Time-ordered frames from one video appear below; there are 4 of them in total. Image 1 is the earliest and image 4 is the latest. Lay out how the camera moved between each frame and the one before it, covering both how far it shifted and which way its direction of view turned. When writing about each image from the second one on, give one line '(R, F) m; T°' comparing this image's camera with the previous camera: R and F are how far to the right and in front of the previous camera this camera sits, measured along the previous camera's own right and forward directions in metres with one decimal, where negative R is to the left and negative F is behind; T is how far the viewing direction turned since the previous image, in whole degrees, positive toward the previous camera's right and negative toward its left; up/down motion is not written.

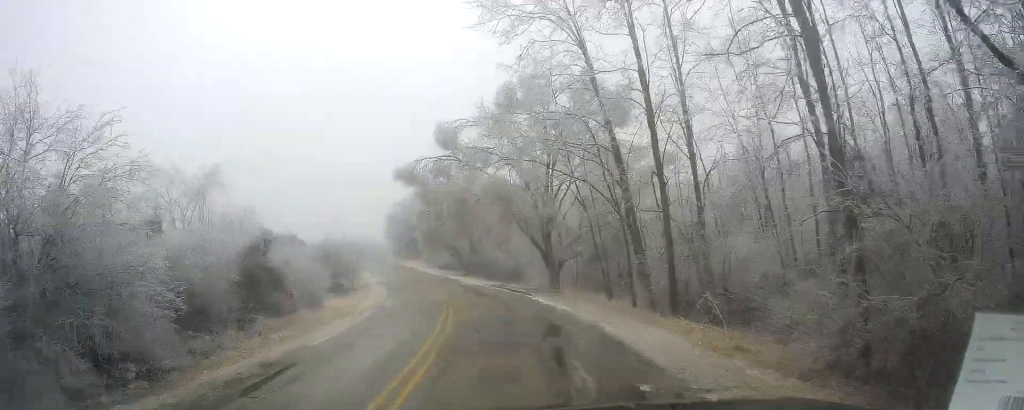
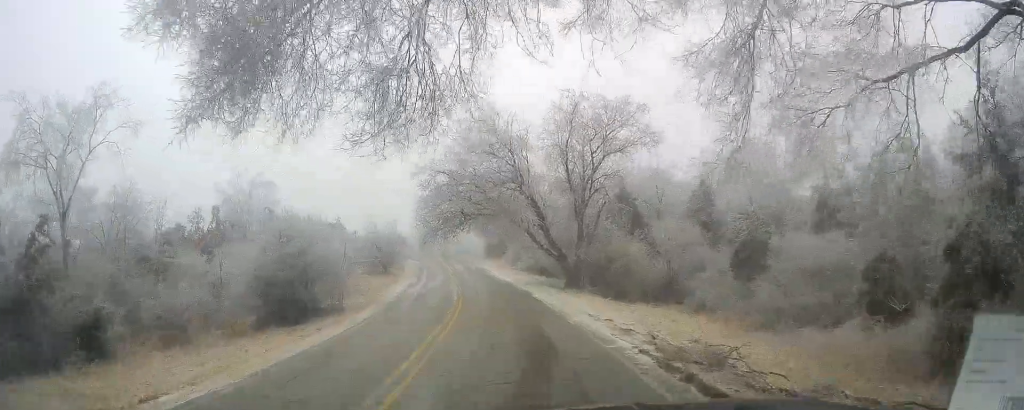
(-2.4, +33.2) m; -8°
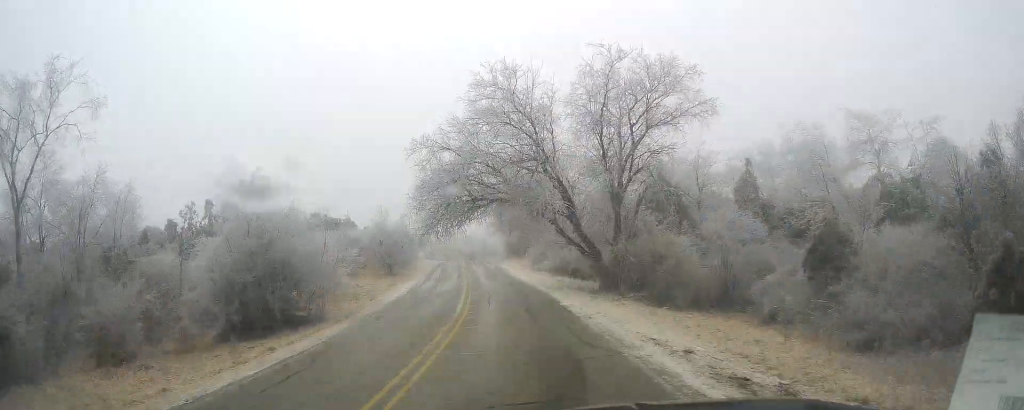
(+0.6, +6.9) m; 0°
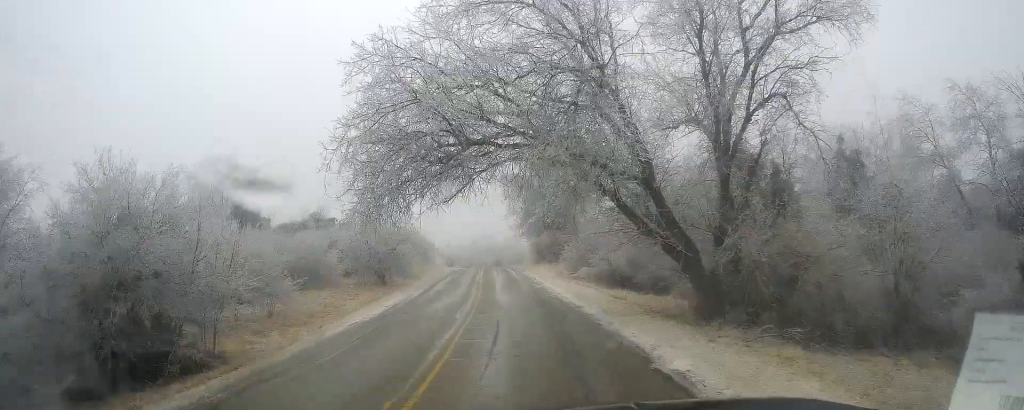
(-1.4, +13.3) m; -7°
